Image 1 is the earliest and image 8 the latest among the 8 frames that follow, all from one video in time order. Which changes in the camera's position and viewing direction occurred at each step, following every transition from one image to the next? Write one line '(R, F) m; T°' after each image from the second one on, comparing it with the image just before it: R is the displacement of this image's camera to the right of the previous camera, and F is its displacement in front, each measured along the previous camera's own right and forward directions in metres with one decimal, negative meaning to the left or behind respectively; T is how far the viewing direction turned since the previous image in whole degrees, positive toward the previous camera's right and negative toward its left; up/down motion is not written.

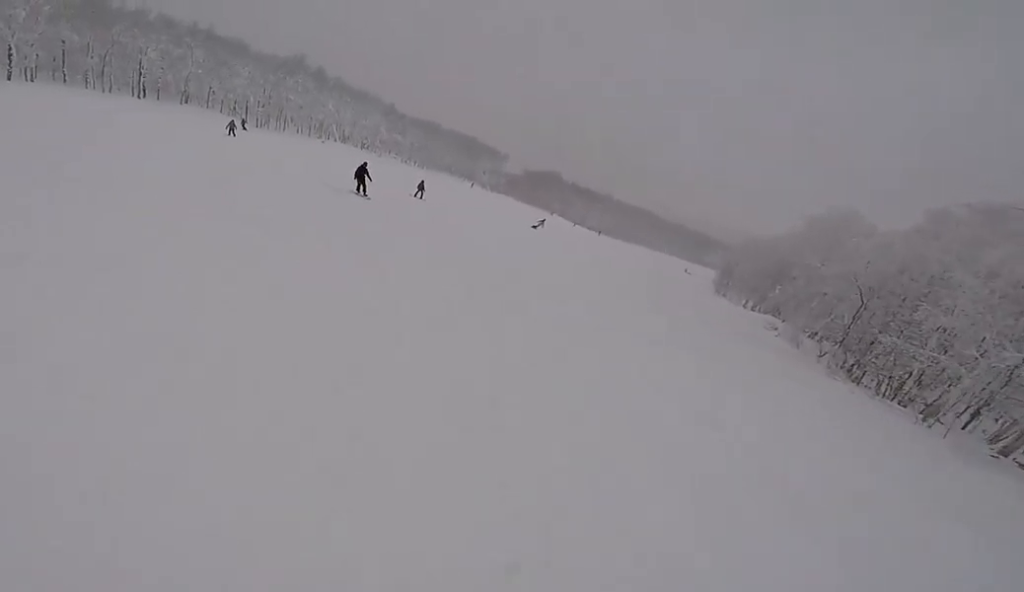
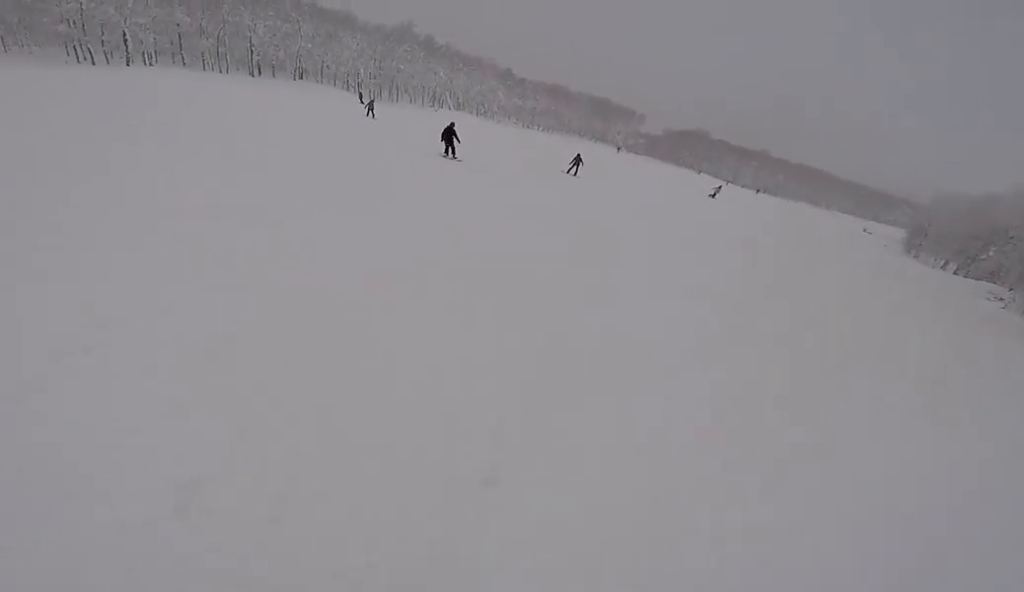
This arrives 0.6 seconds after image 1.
(+0.1, +3.8) m; -2°
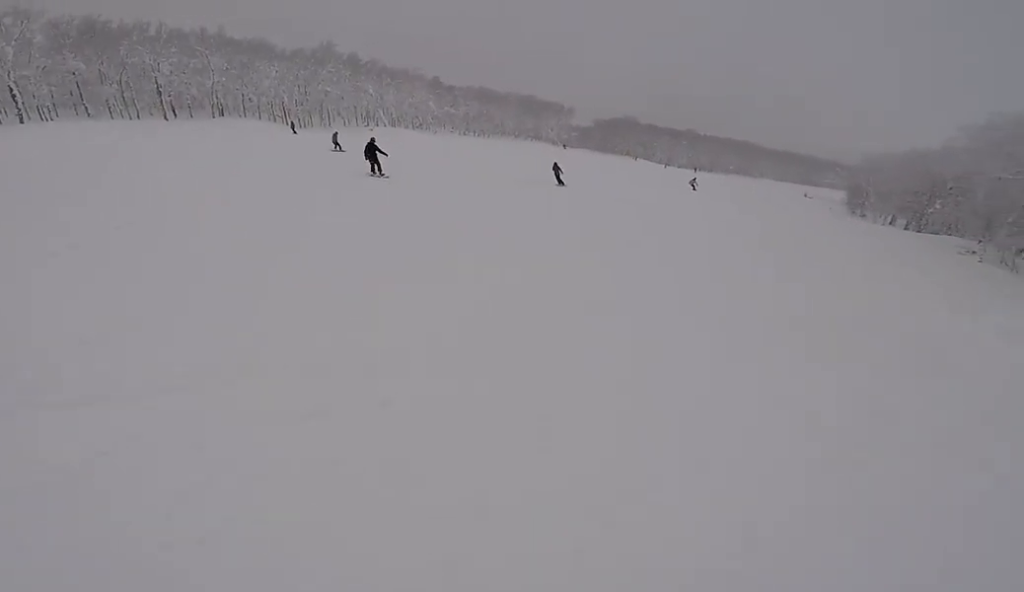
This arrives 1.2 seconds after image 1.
(-0.2, +3.5) m; +1°
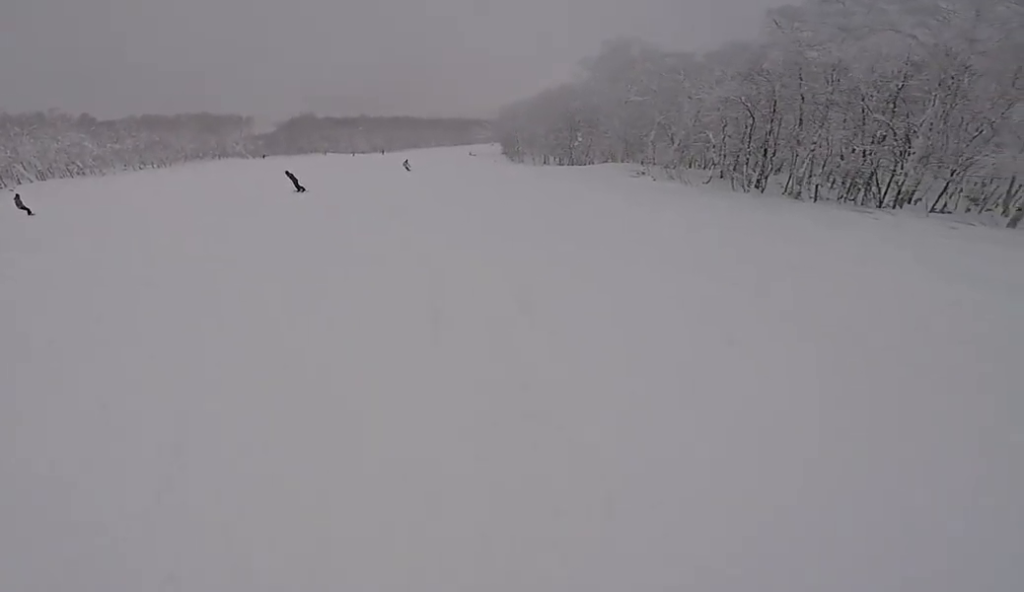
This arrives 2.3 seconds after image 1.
(+0.2, +7.3) m; +13°
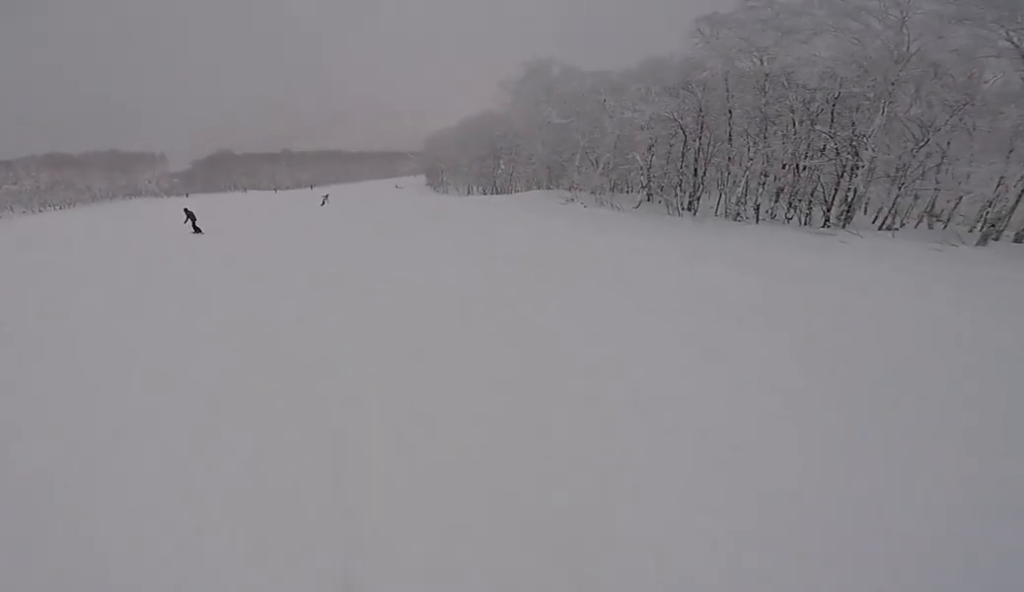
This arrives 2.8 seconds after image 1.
(-0.2, +3.6) m; +11°
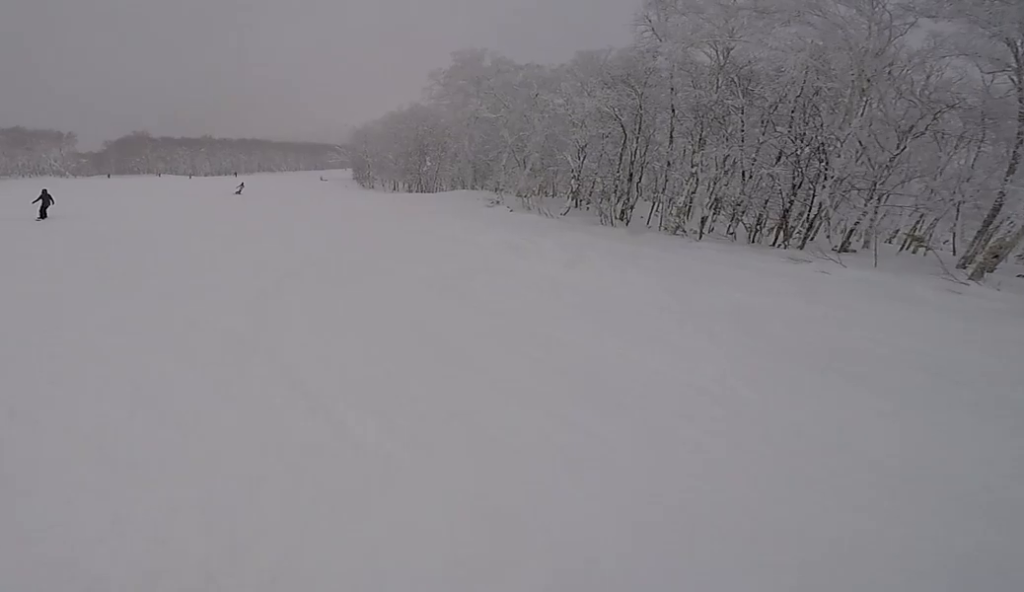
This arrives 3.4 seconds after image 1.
(+1.1, +4.6) m; +8°
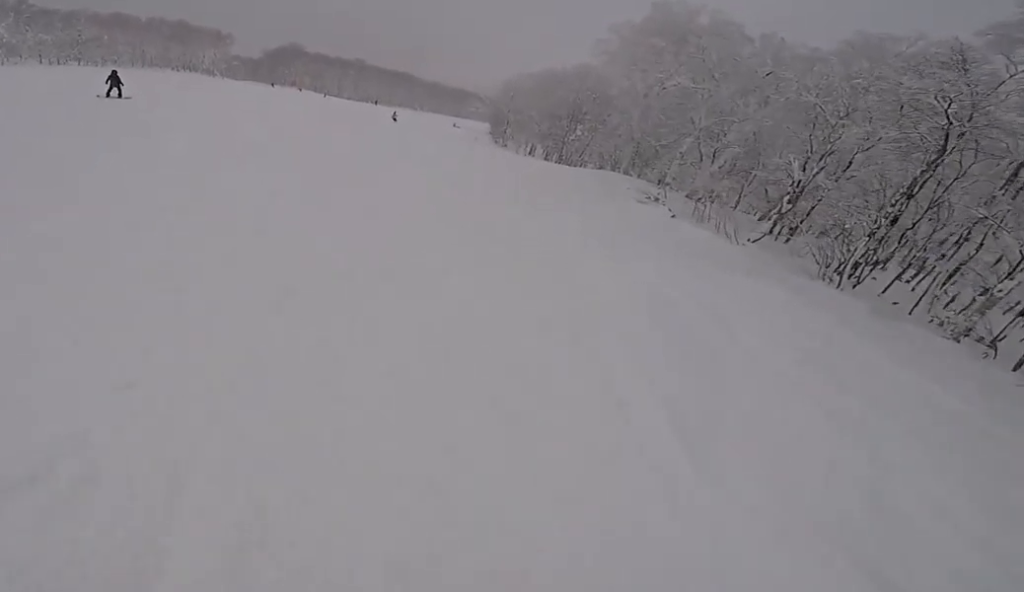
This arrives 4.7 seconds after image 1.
(+0.6, +9.7) m; -14°
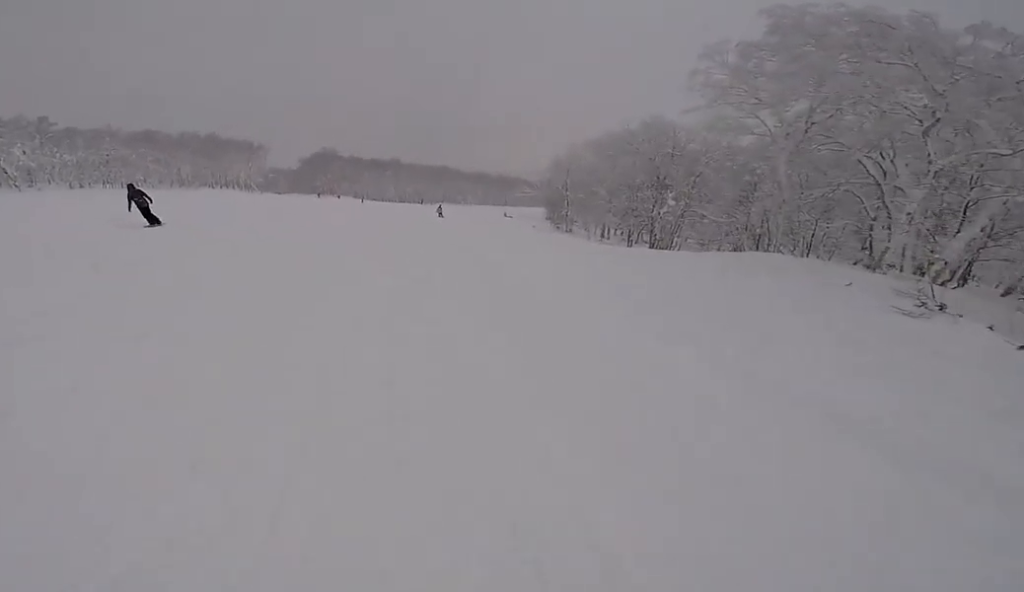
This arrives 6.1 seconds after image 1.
(-2.6, +12.1) m; -3°
